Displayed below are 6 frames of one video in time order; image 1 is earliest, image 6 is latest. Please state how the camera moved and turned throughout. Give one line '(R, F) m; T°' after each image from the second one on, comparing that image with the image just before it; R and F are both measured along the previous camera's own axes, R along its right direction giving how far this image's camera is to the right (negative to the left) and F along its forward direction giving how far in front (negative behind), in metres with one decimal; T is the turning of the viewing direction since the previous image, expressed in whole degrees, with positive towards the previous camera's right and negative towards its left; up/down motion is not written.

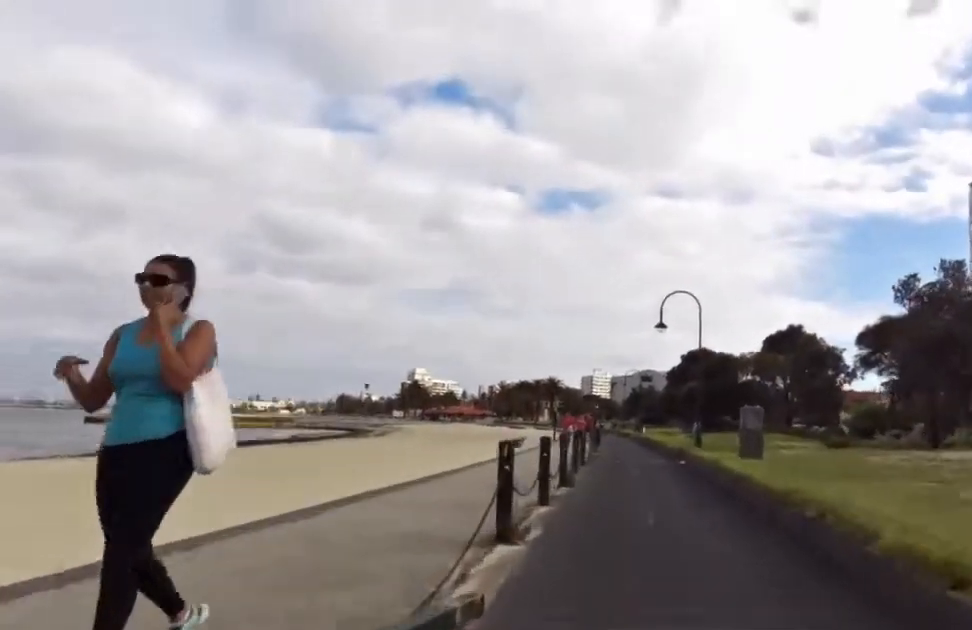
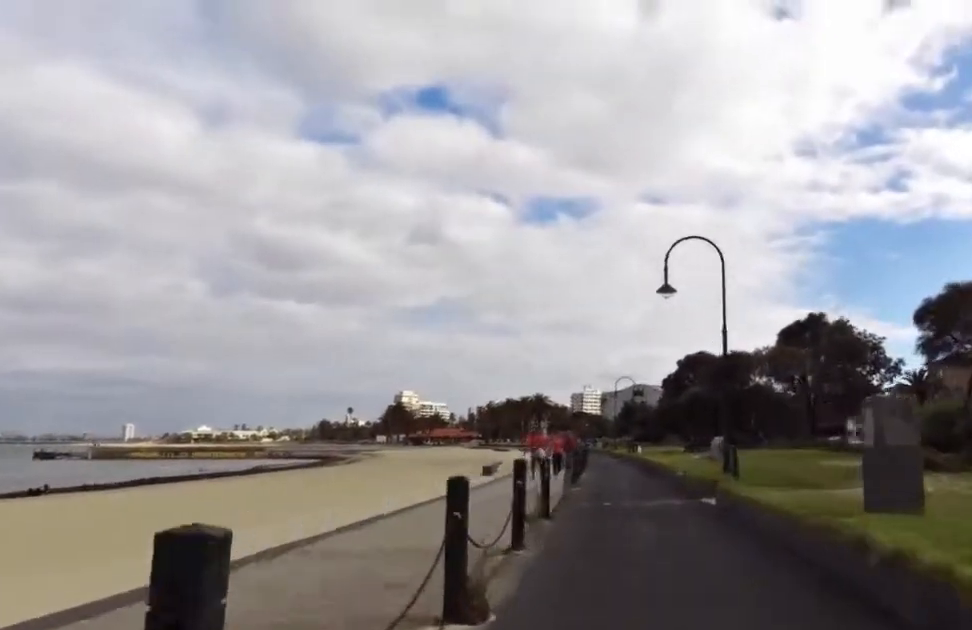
(+0.3, +7.5) m; +3°
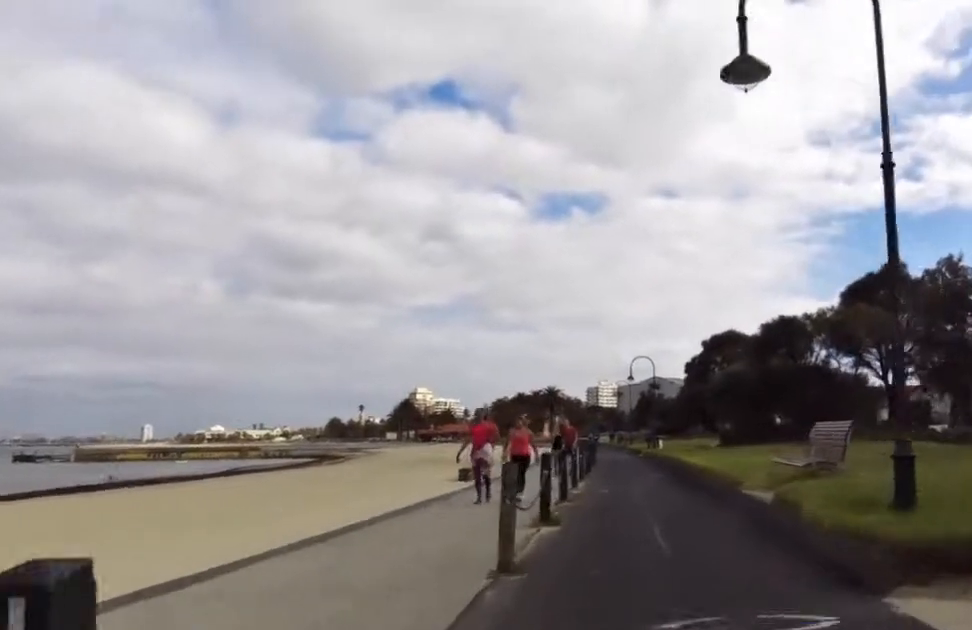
(+0.1, +9.4) m; 0°
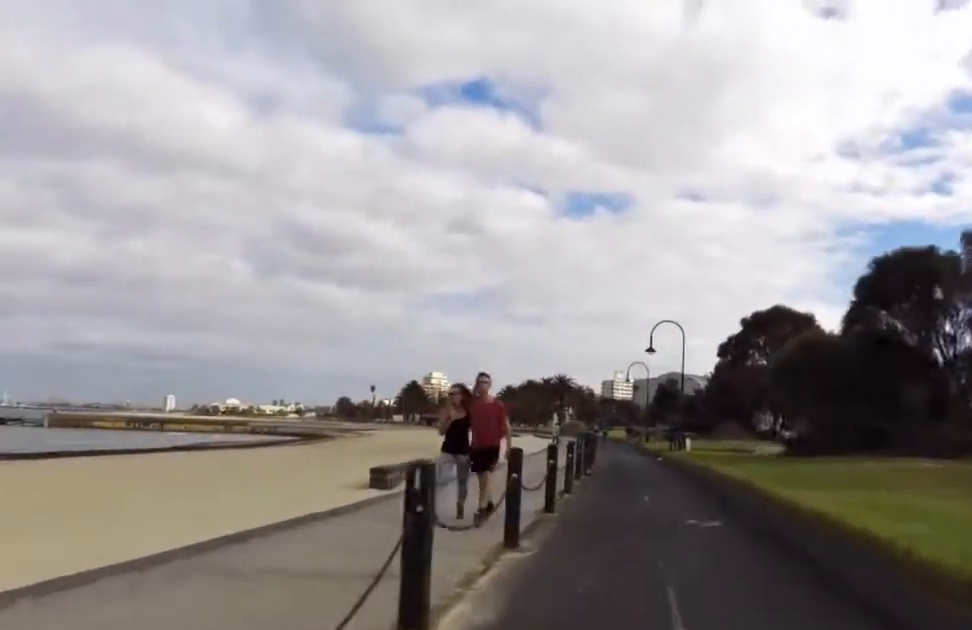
(0.0, +12.2) m; -2°
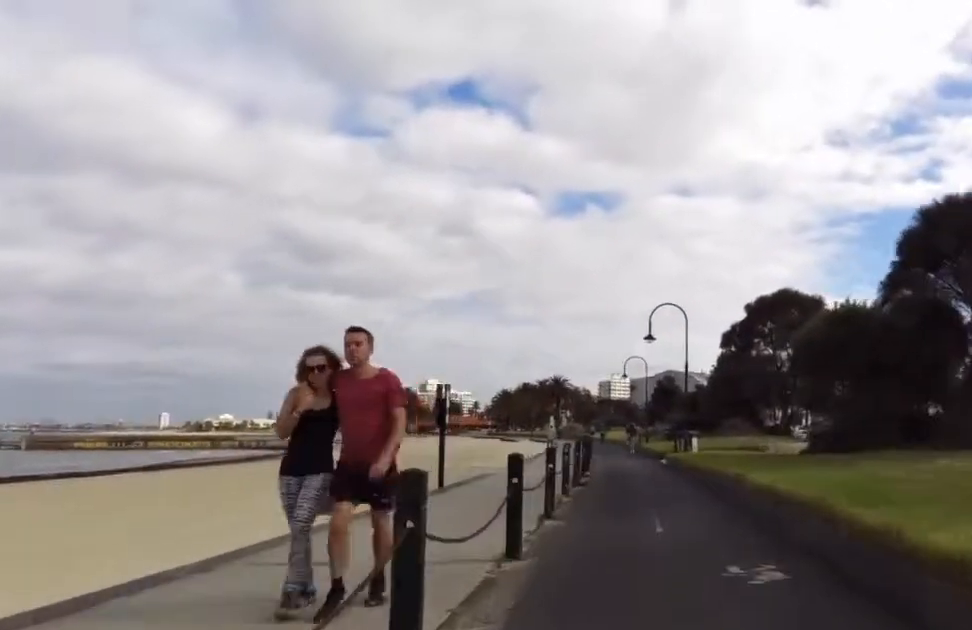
(+0.1, +3.4) m; -3°
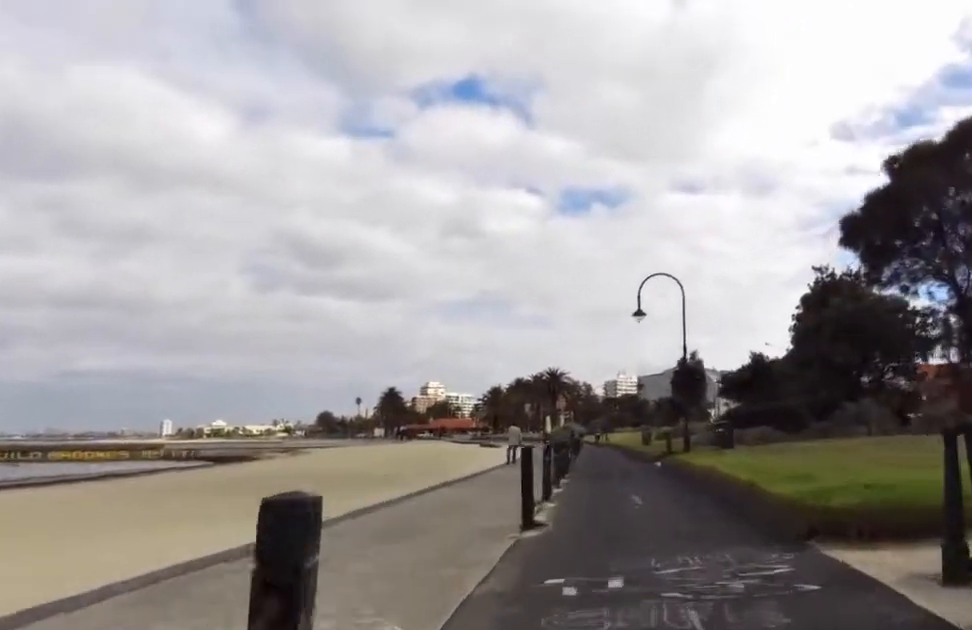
(-0.5, +22.6) m; +1°
